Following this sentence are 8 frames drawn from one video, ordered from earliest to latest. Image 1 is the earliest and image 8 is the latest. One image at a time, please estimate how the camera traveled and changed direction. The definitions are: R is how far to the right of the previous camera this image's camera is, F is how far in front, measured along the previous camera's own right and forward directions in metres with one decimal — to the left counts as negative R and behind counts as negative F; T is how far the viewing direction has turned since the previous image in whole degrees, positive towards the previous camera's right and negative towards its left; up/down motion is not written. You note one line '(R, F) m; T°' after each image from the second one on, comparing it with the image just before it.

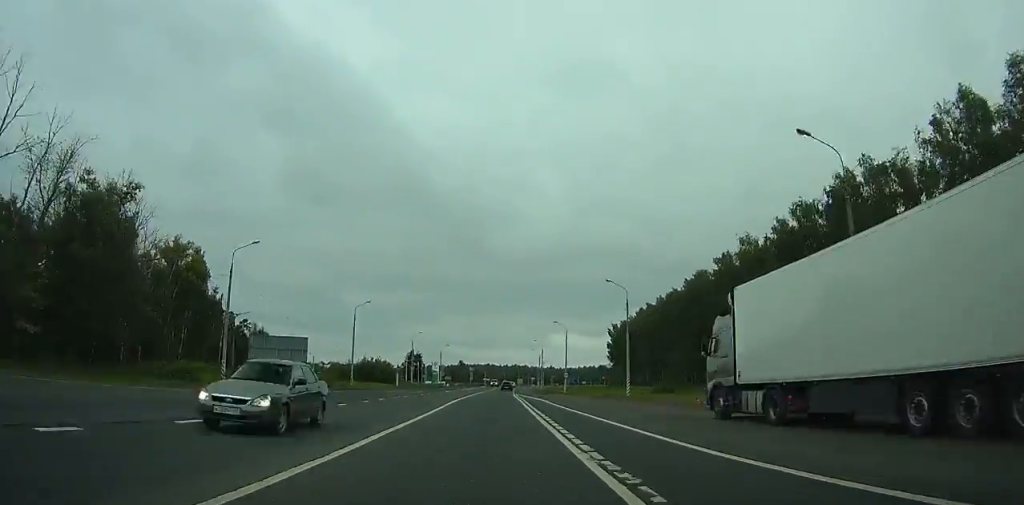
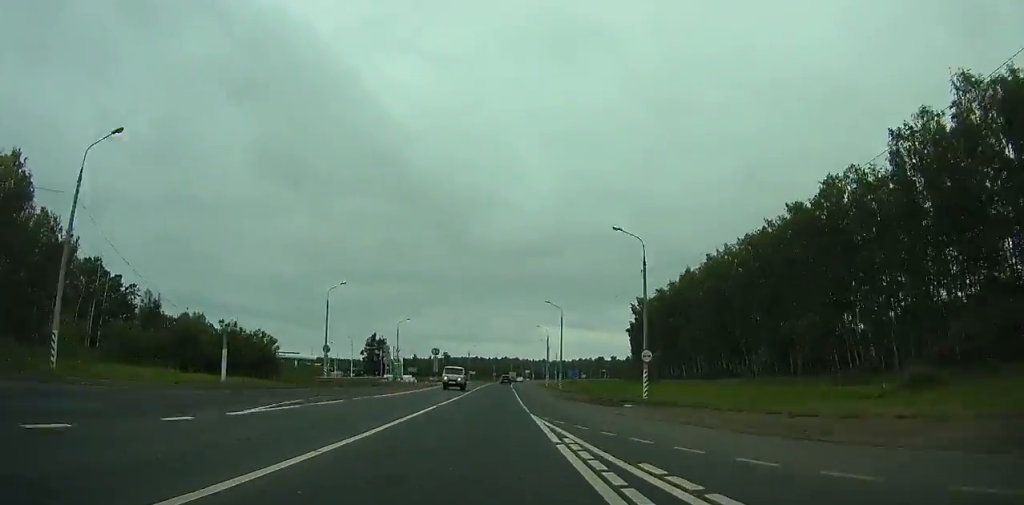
(+0.1, +53.6) m; 0°
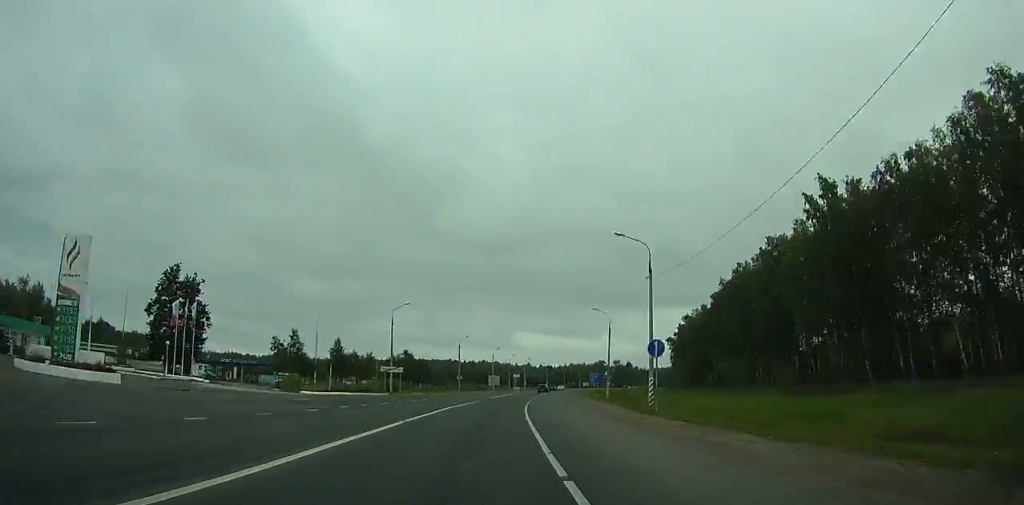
(+1.7, +103.3) m; +3°
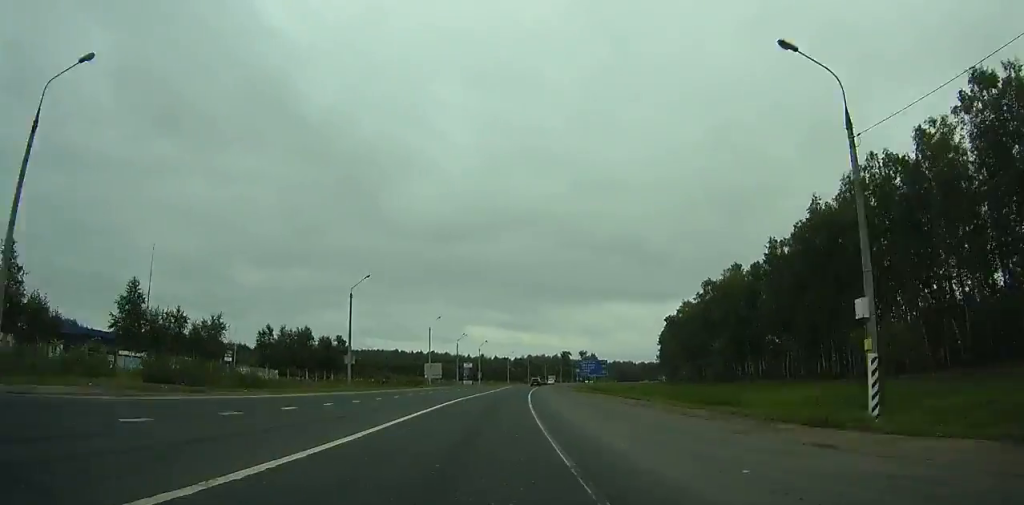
(+1.4, +53.9) m; +3°
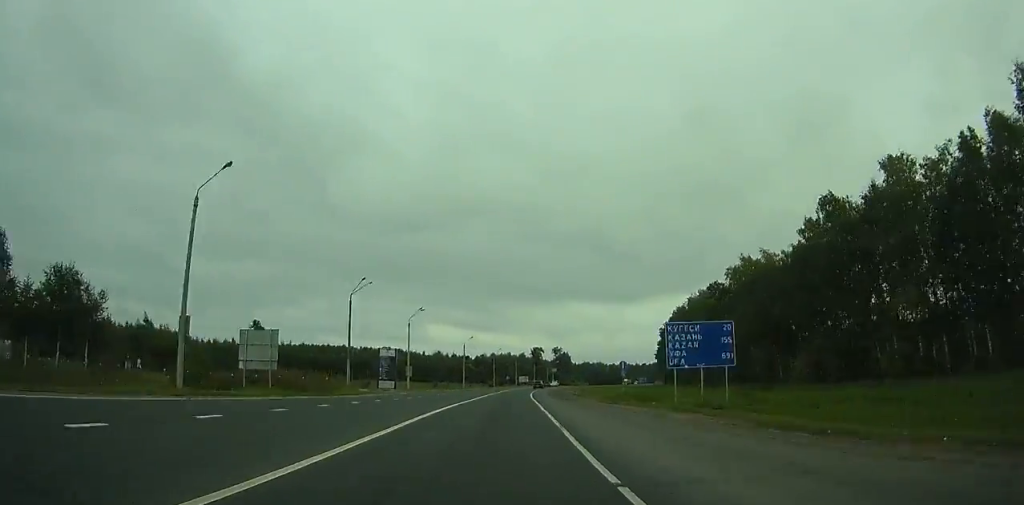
(+2.6, +64.4) m; +4°
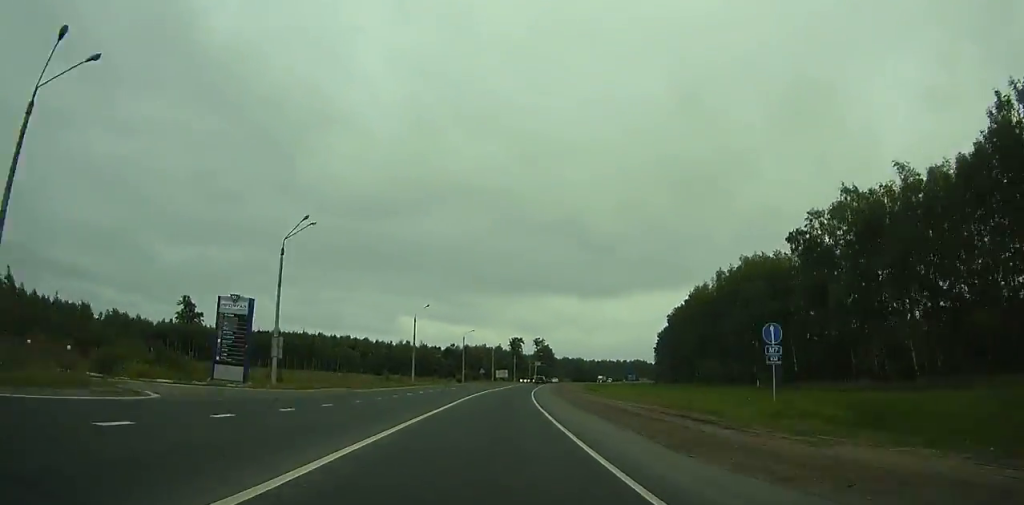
(+0.6, +40.5) m; +2°
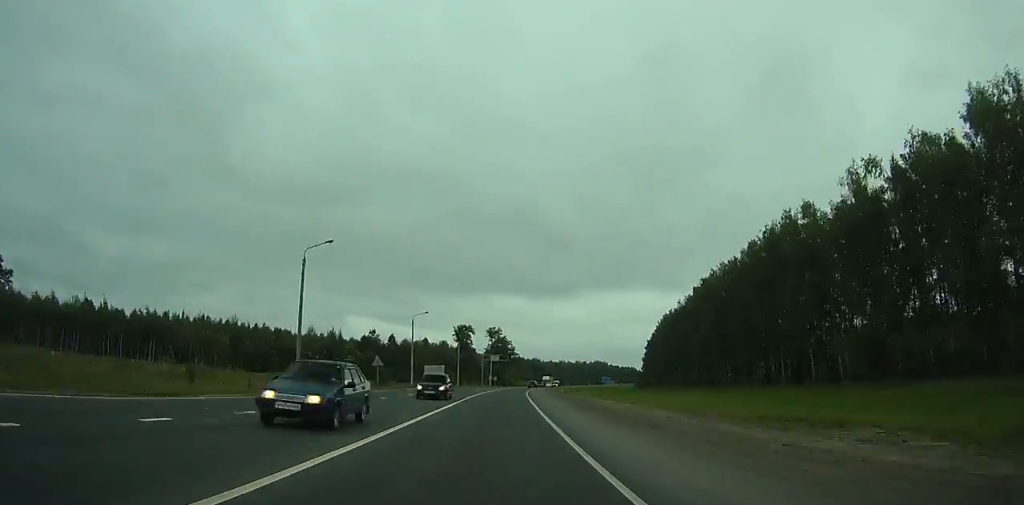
(+2.8, +71.5) m; +4°
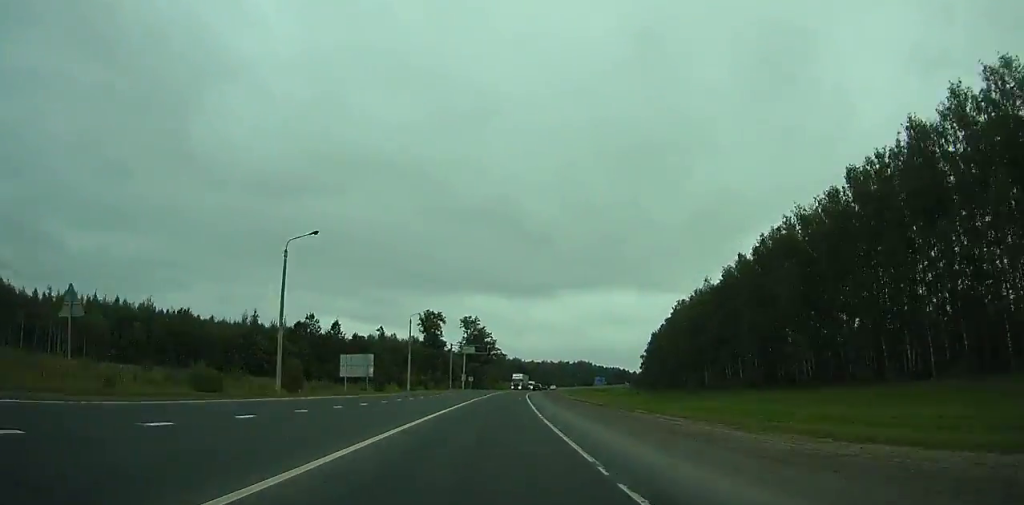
(+0.5, +41.3) m; +2°
